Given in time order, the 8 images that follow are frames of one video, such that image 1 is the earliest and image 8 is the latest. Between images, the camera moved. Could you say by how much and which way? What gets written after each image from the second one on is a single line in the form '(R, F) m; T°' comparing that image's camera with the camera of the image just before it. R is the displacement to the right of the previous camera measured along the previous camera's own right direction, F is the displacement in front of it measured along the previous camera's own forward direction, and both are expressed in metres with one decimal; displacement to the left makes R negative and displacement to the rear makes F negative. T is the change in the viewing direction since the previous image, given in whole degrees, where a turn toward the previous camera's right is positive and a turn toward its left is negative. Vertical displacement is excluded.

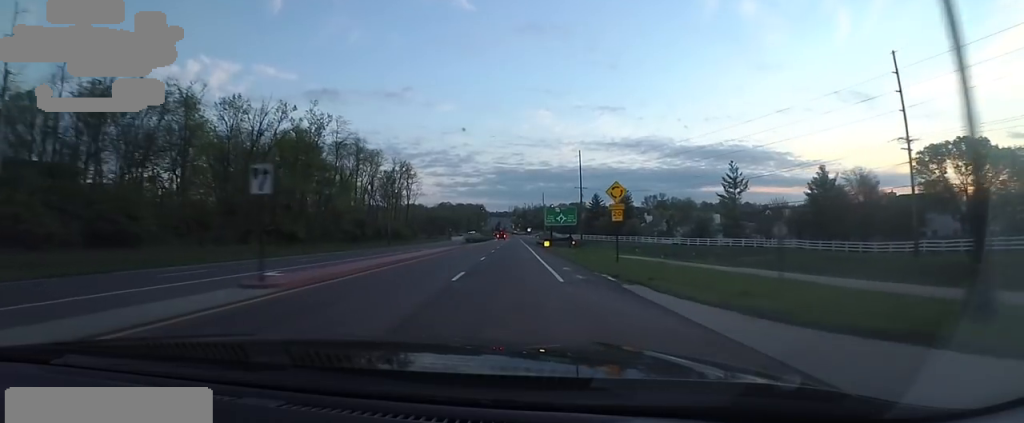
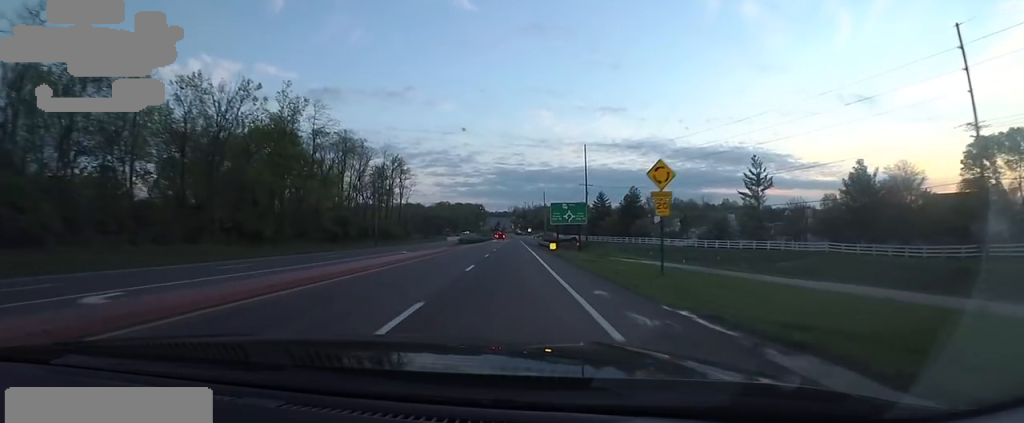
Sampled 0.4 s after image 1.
(0.0, +8.3) m; 0°
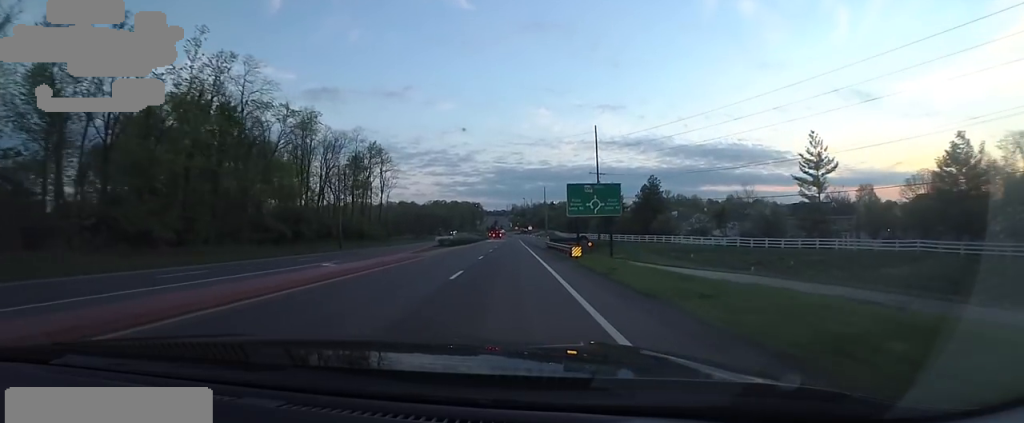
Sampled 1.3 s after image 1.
(0.0, +16.6) m; 0°
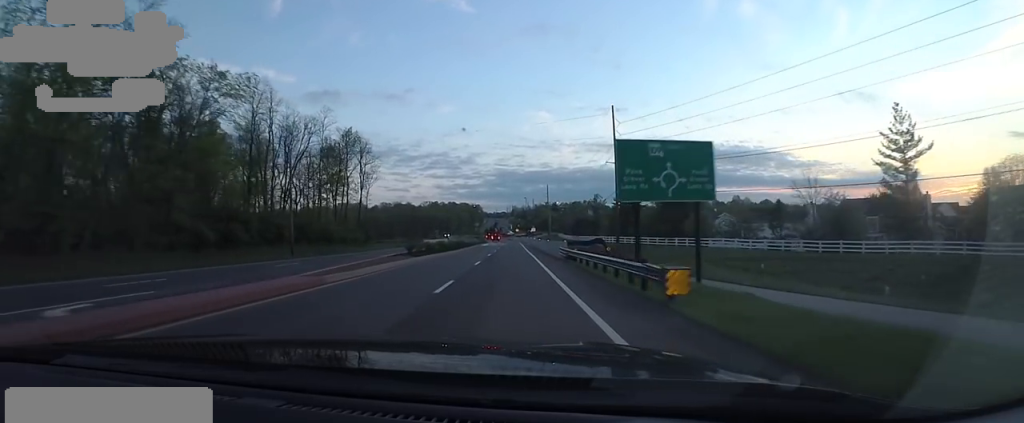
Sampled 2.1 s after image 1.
(0.0, +15.3) m; 0°
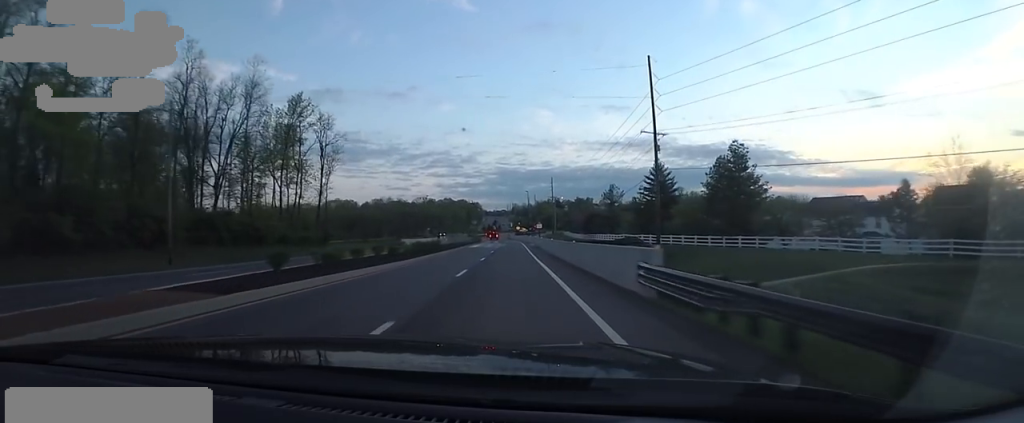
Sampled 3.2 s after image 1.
(0.0, +20.2) m; 0°
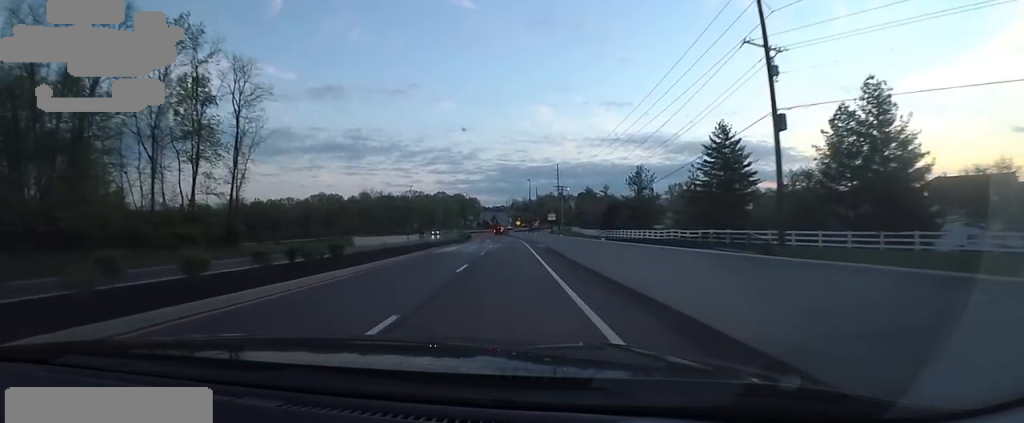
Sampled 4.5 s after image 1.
(+0.2, +24.2) m; +1°
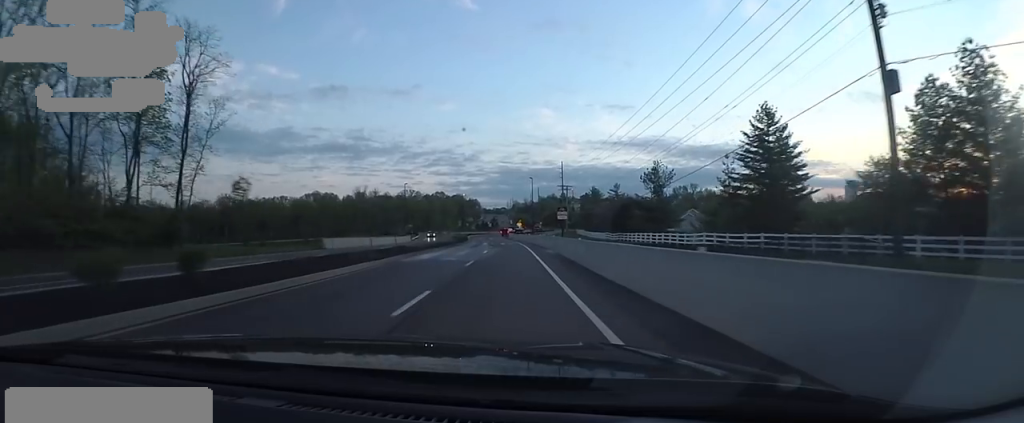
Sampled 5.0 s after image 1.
(+0.2, +9.1) m; 0°
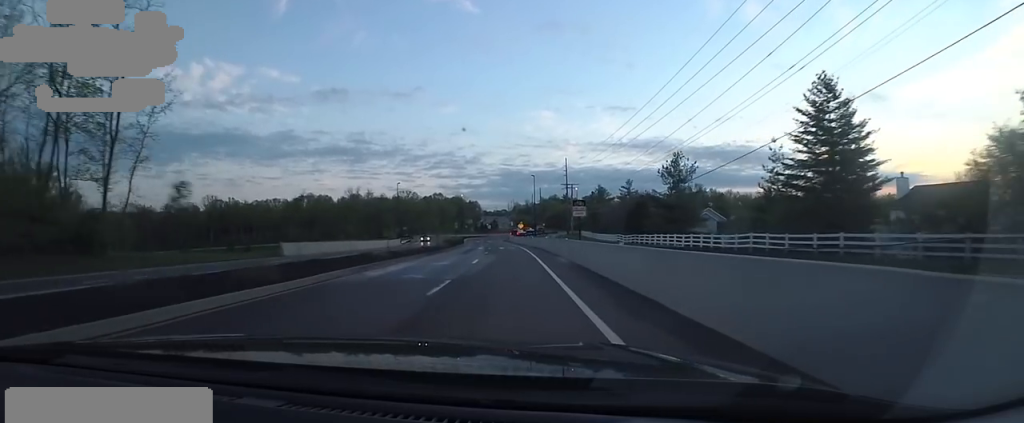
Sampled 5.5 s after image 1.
(0.0, +9.1) m; 0°
